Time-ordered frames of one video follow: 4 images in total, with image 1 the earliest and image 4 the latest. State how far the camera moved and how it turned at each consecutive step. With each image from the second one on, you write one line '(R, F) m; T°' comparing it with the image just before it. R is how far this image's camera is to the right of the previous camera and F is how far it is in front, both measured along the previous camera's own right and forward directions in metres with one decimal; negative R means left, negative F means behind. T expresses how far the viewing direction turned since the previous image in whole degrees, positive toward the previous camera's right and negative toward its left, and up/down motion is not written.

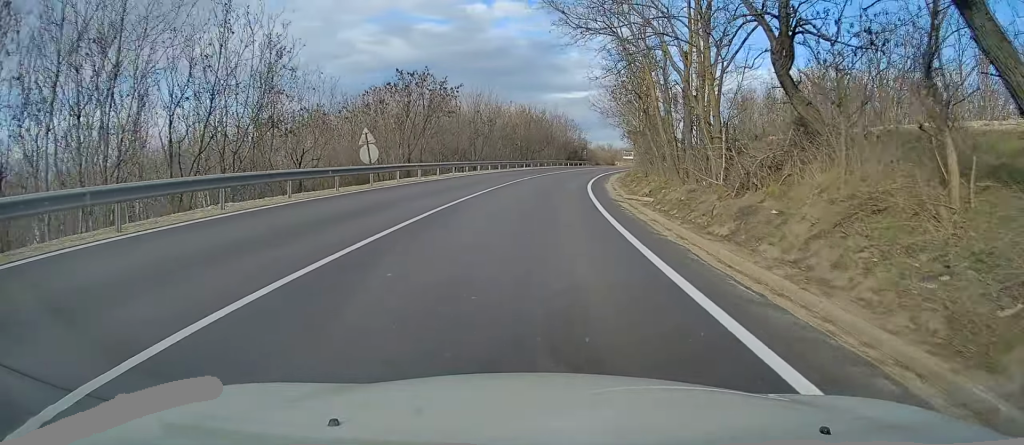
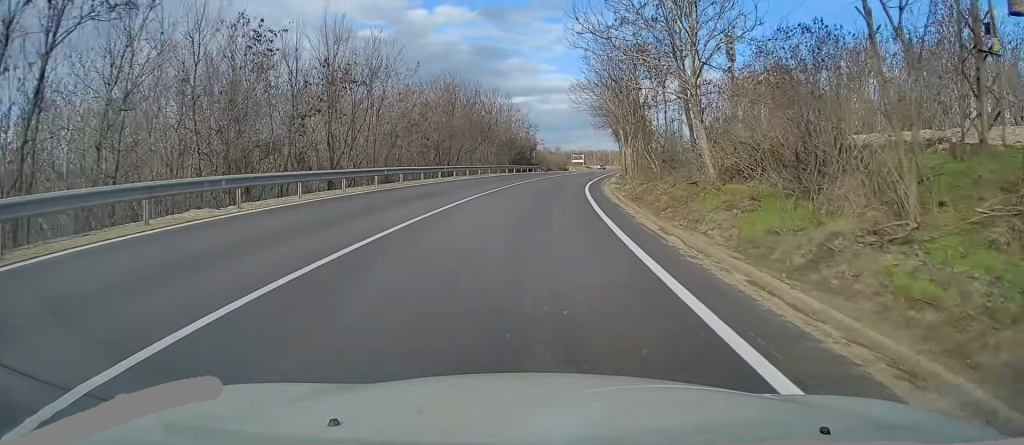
(+1.5, +30.5) m; +5°
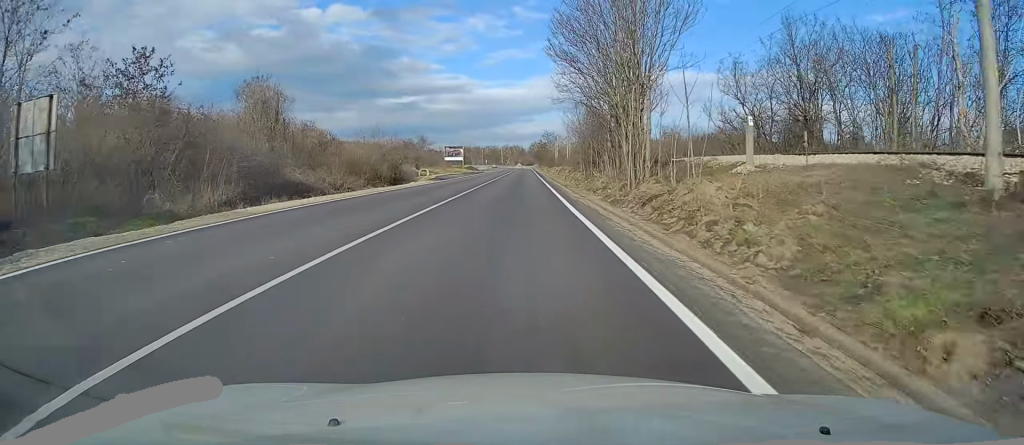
(+9.1, +86.4) m; +9°
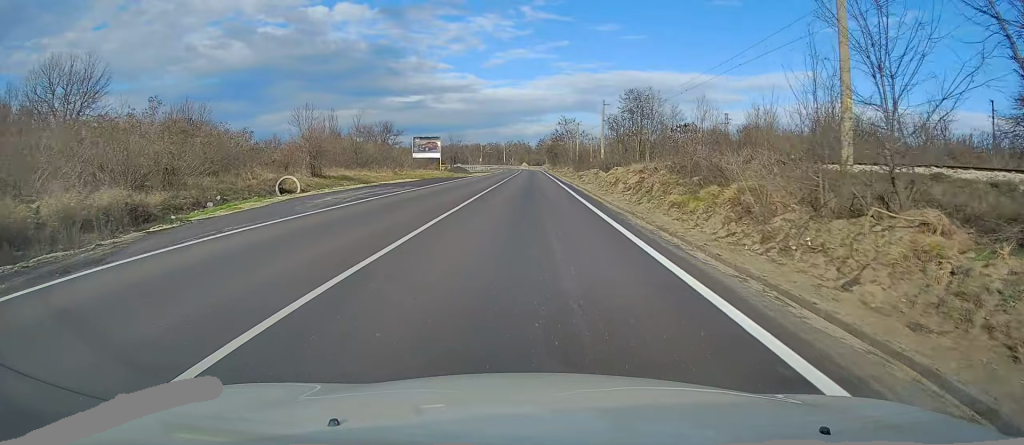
(-0.3, +47.6) m; -1°
